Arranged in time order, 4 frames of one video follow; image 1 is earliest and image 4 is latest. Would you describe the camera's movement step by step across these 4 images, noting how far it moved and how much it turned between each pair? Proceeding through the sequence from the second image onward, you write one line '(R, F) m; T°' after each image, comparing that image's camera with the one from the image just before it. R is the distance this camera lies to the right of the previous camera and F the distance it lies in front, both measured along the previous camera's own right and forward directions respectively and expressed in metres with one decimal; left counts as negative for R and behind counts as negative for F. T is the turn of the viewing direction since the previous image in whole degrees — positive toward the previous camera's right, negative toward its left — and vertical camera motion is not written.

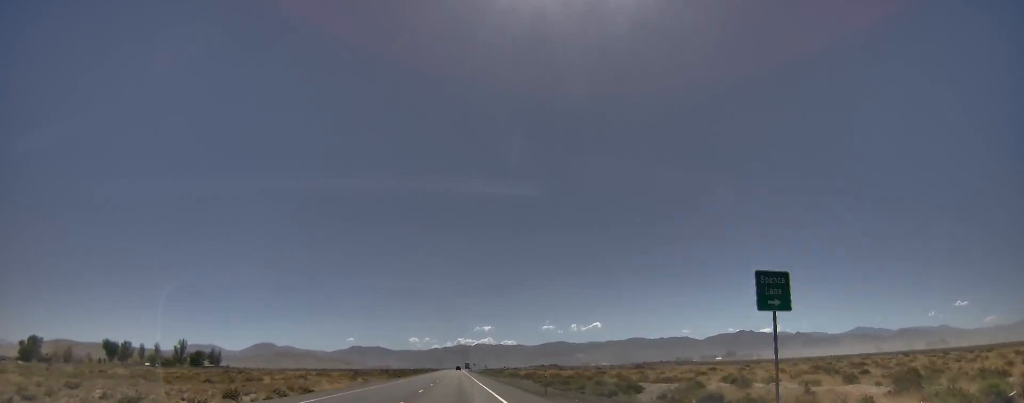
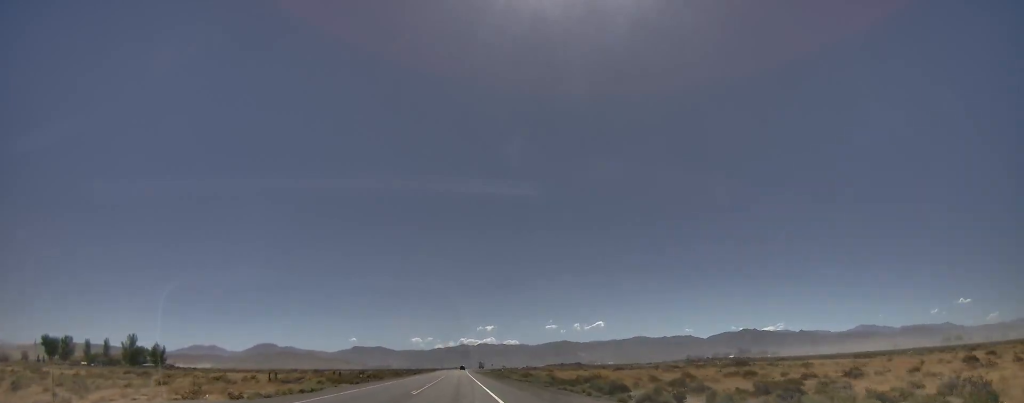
(+0.1, +62.4) m; +1°
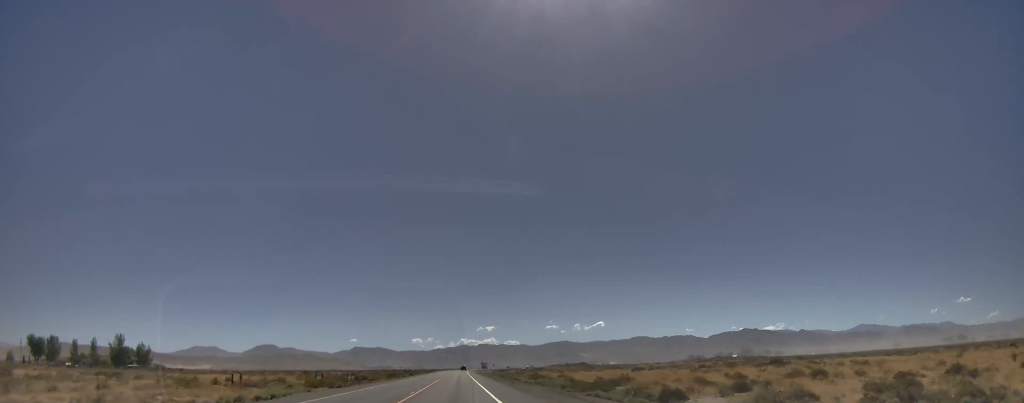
(-0.1, +12.6) m; 0°
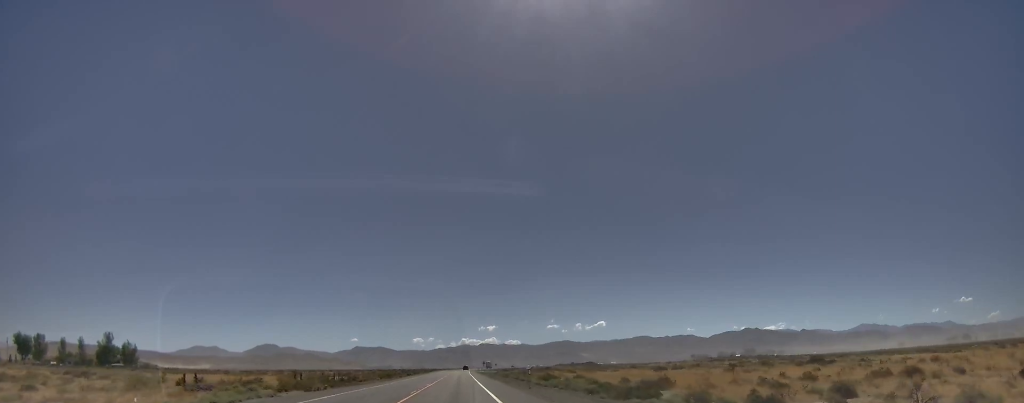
(-0.1, +11.7) m; 0°
